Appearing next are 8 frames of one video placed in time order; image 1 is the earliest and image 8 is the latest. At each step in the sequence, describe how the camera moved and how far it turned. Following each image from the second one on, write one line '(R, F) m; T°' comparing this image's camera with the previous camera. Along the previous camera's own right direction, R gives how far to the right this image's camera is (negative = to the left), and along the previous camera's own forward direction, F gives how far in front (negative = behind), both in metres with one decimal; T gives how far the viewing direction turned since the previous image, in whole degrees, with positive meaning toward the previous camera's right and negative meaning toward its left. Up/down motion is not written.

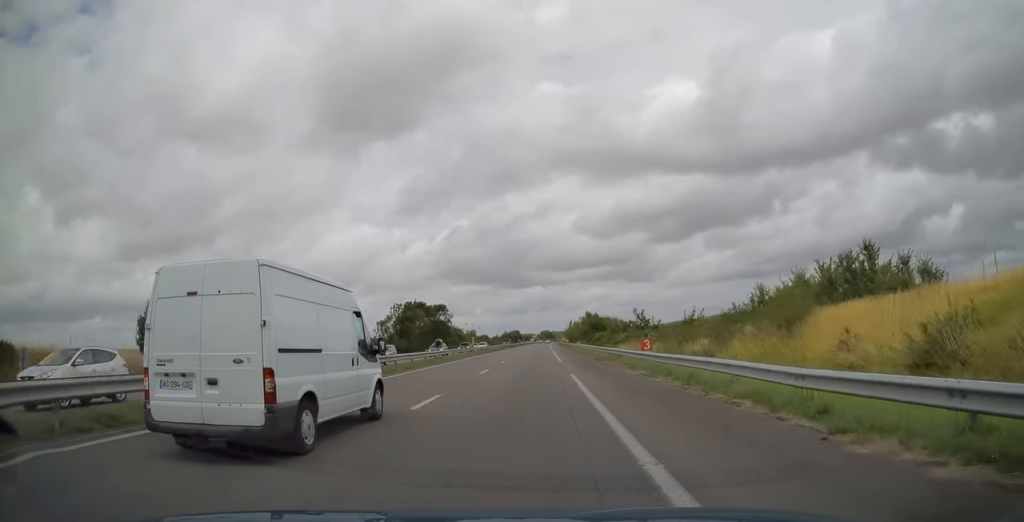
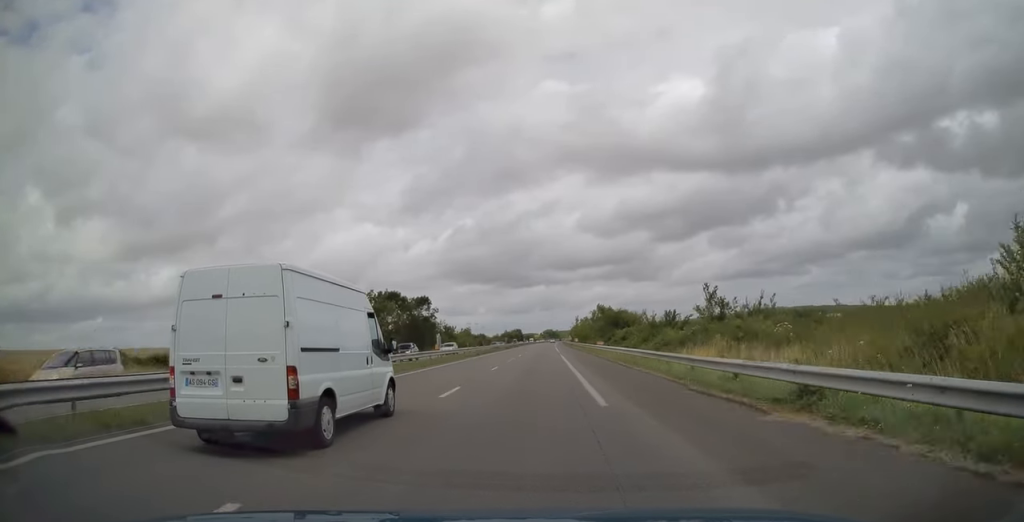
(0.0, +23.6) m; 0°
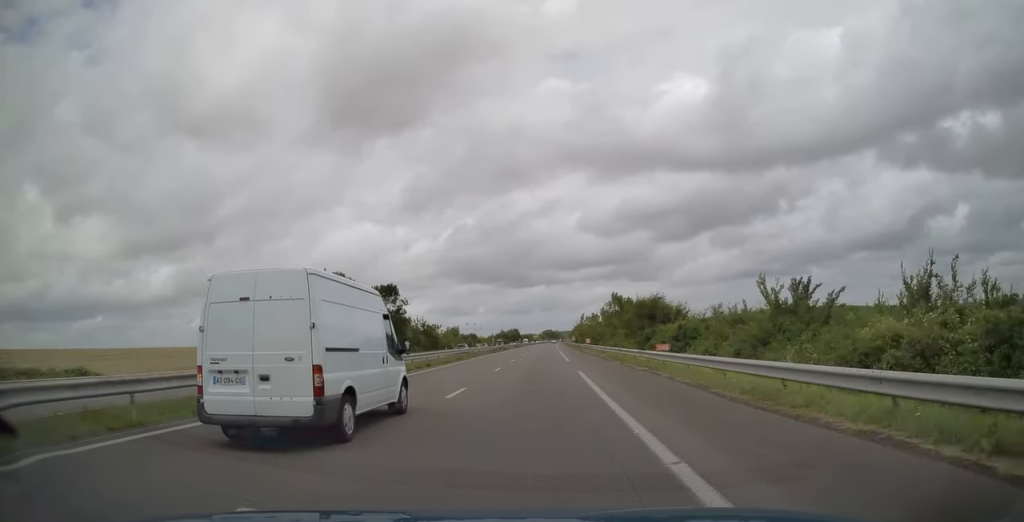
(0.0, +26.3) m; 0°
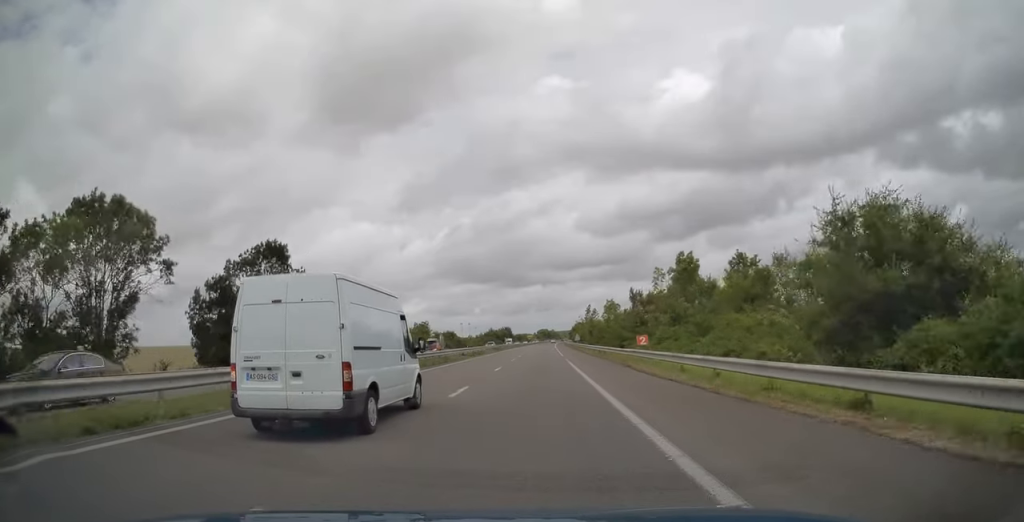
(0.0, +39.3) m; 0°
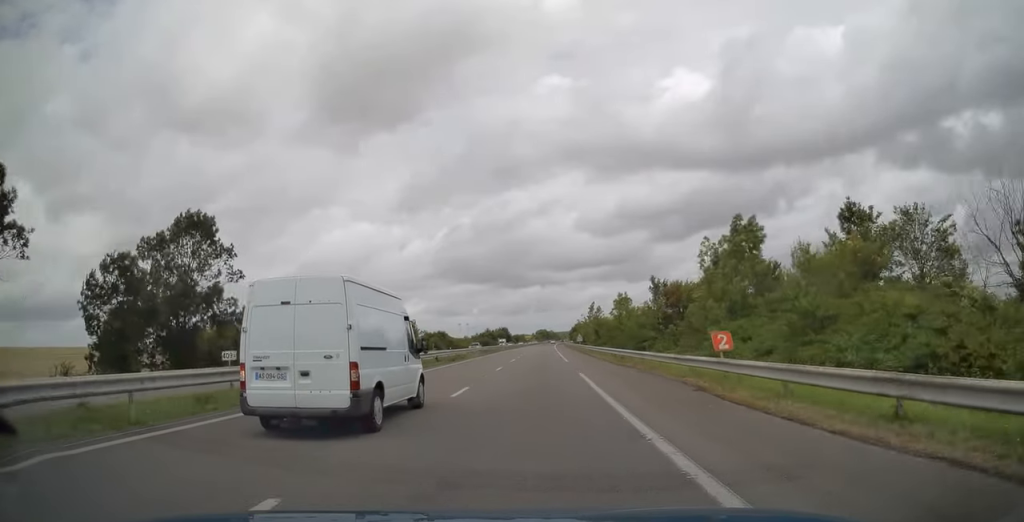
(0.0, +12.9) m; 0°
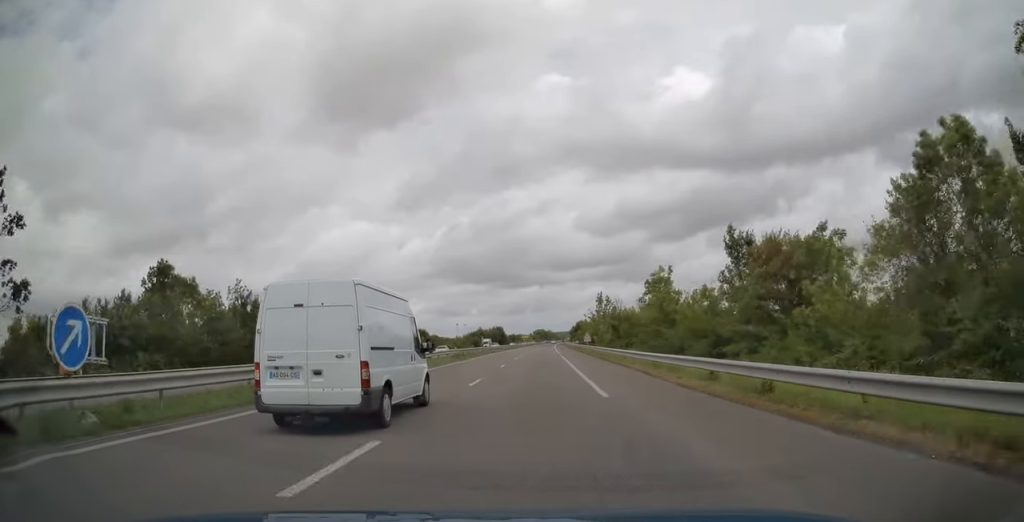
(+0.1, +23.0) m; 0°
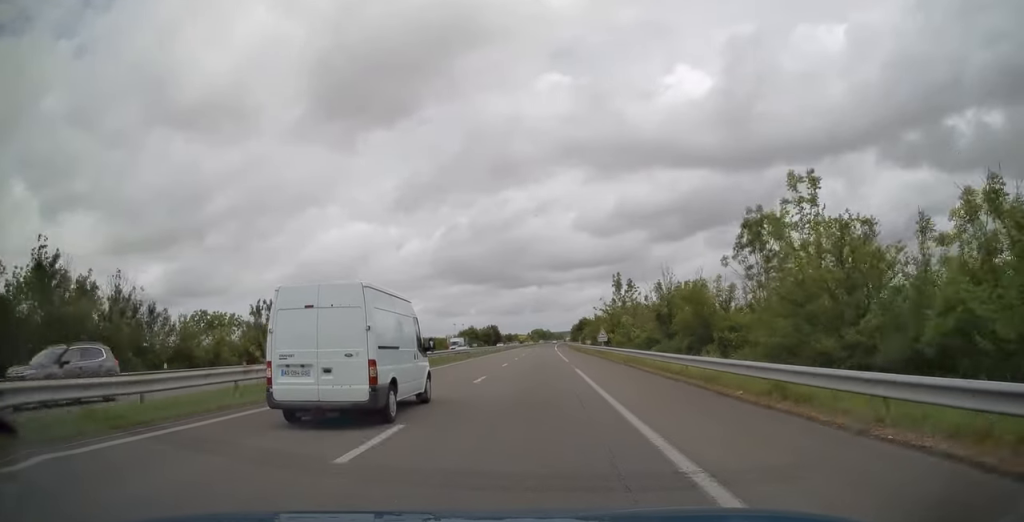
(0.0, +24.7) m; 0°
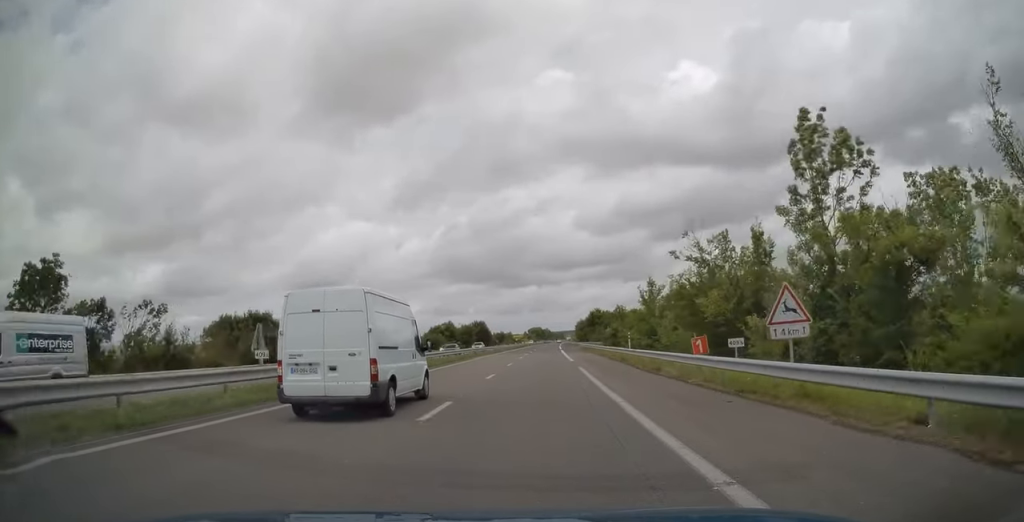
(+0.1, +48.7) m; 0°
